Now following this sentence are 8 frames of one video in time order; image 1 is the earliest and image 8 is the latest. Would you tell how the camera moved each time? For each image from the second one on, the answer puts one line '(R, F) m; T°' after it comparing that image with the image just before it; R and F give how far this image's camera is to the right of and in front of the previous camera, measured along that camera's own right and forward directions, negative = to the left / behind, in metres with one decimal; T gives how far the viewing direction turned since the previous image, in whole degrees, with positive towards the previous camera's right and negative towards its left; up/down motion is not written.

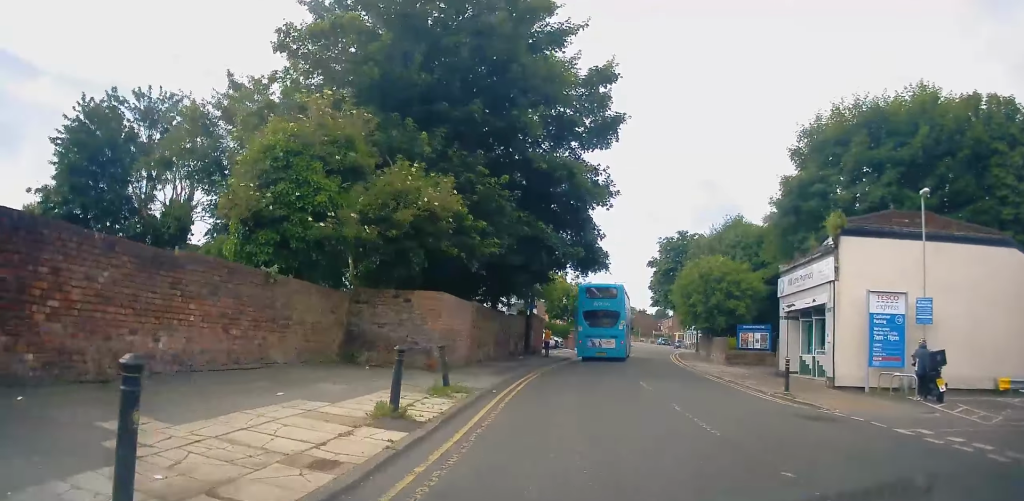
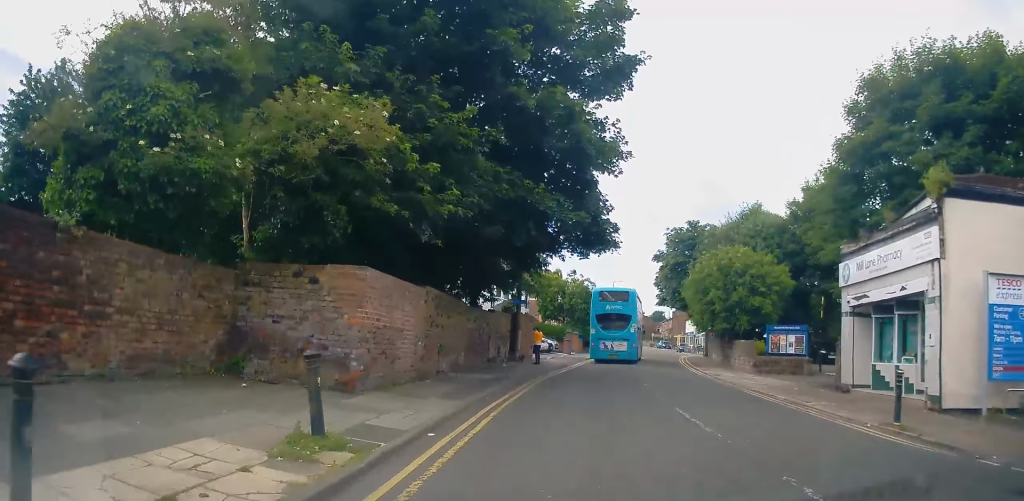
(0.0, +5.7) m; +1°
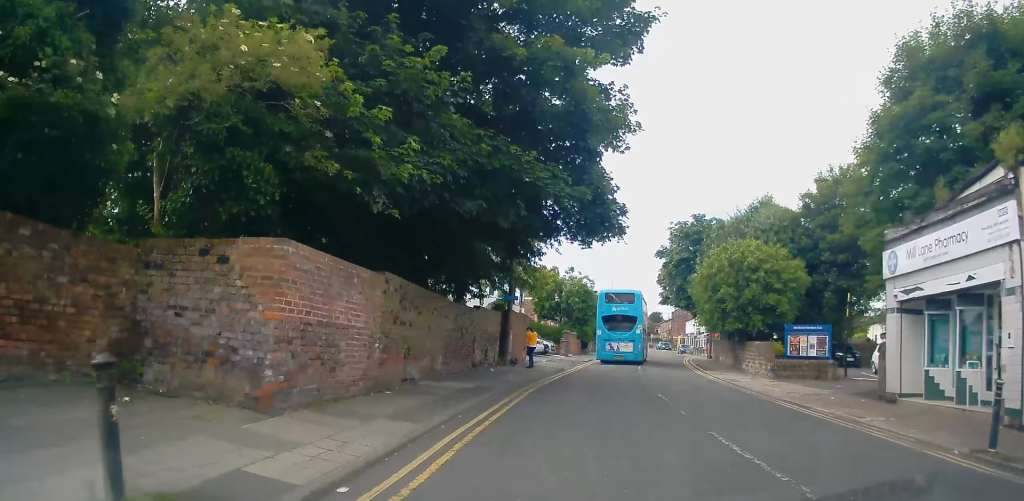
(0.0, +2.8) m; 0°
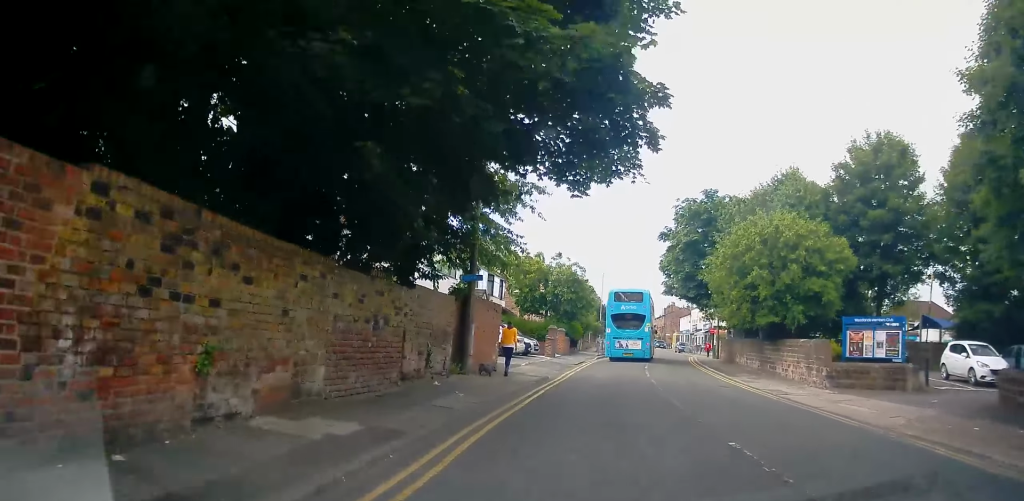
(0.0, +6.8) m; +1°
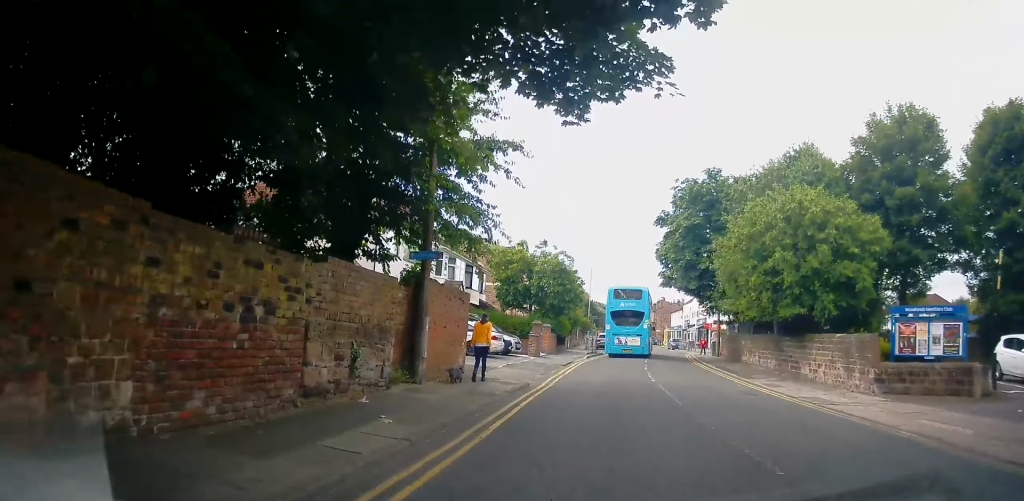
(0.0, +4.0) m; +1°
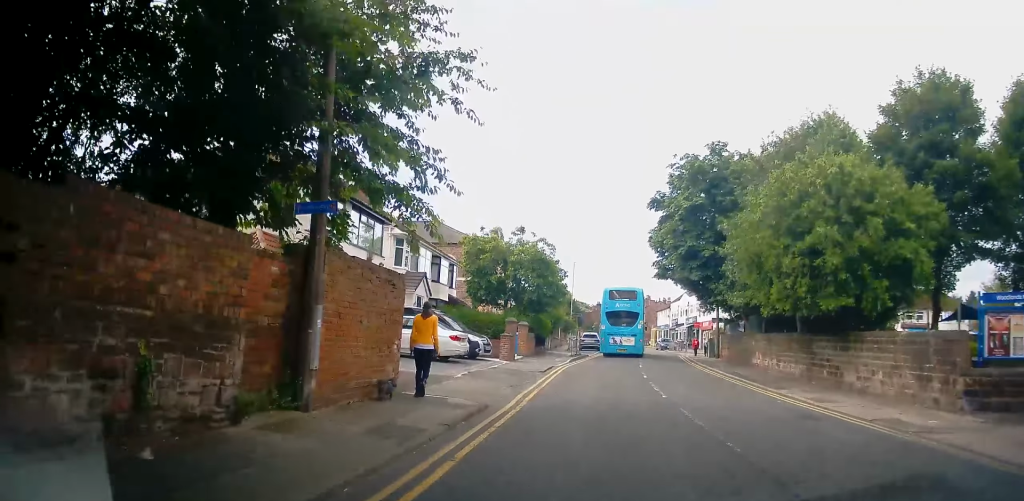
(+0.1, +4.8) m; +1°
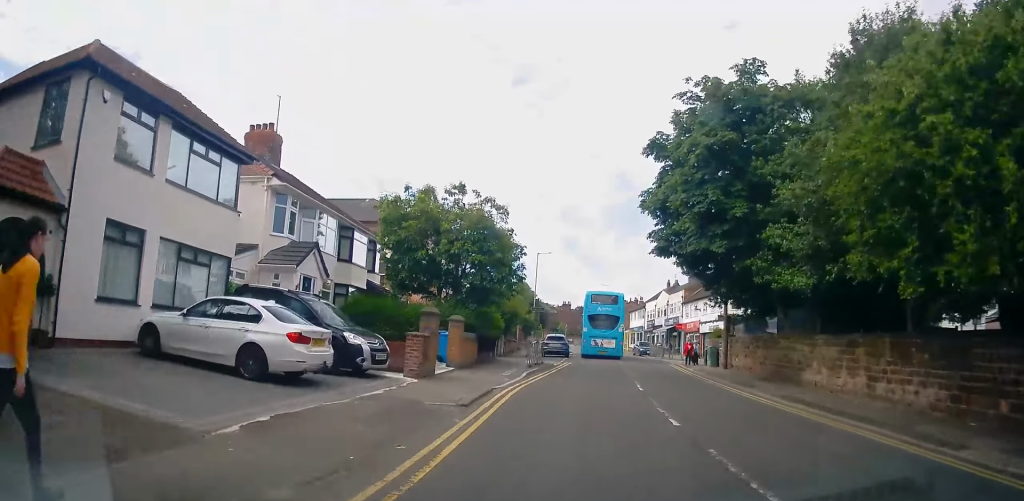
(+0.2, +9.8) m; +3°
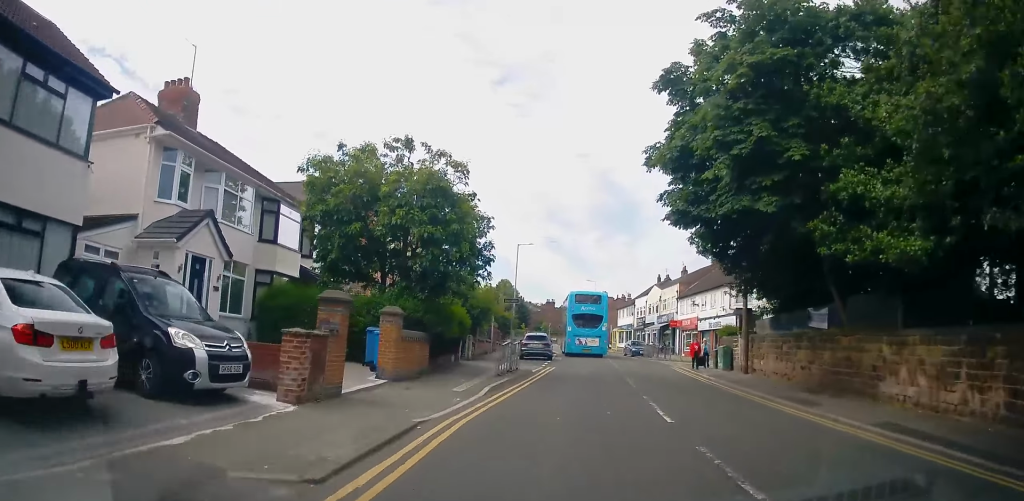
(+0.1, +5.9) m; +1°
